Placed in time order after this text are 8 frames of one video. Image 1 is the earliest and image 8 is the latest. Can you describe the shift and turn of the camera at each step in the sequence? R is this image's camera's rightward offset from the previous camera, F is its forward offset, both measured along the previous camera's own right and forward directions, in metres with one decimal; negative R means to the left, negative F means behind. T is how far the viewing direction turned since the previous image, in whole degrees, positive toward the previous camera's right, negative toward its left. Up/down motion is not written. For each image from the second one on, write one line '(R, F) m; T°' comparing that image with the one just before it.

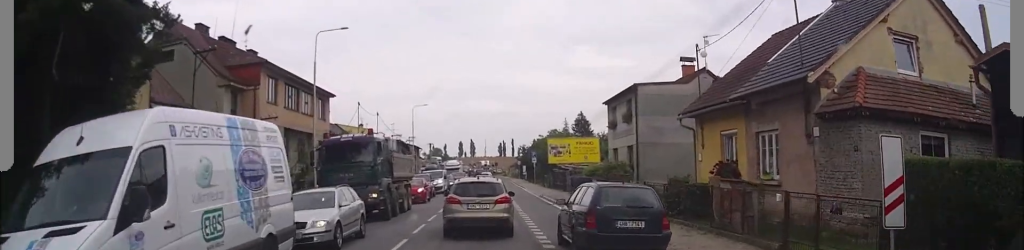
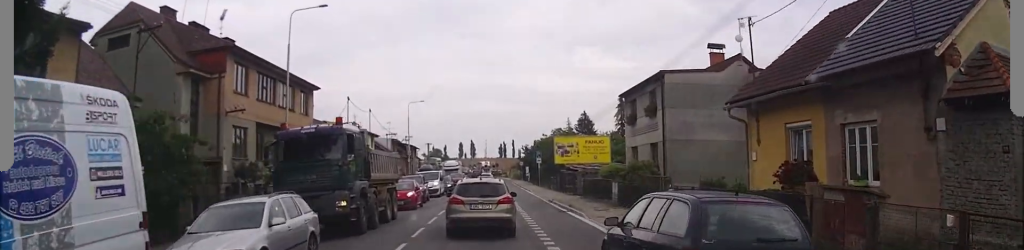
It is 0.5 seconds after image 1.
(0.0, +5.2) m; +2°
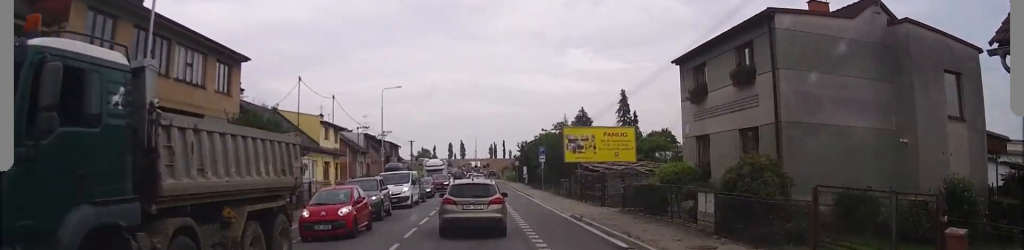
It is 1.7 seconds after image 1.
(+0.5, +12.9) m; +1°
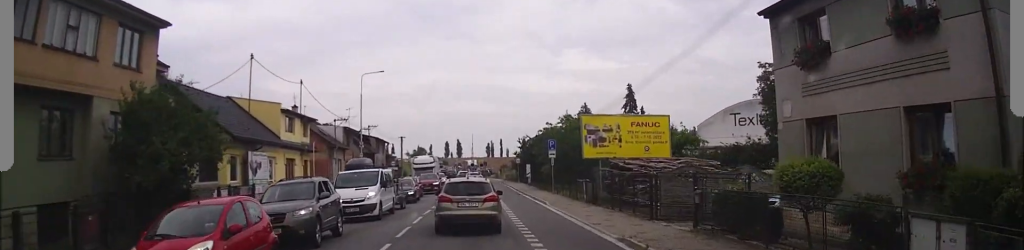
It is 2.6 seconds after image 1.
(-0.3, +9.1) m; 0°
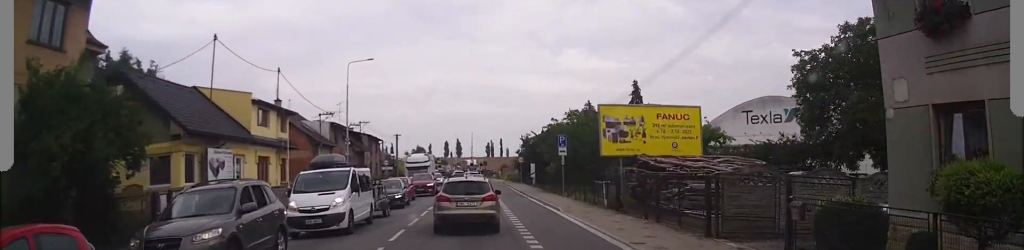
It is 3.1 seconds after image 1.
(-0.1, +5.3) m; 0°
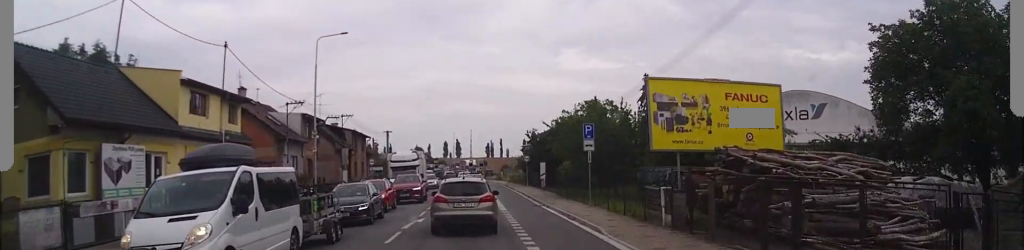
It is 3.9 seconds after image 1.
(+0.4, +8.8) m; 0°
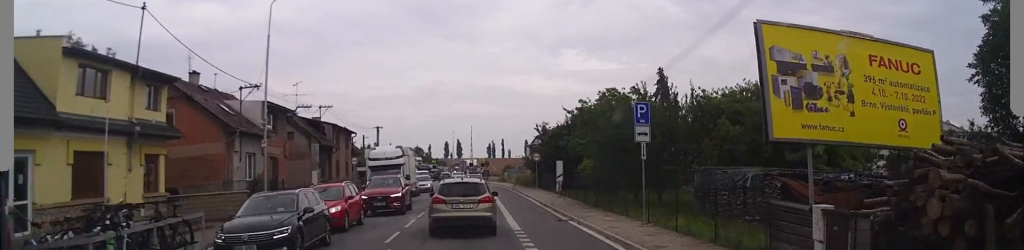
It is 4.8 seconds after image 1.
(-0.4, +9.2) m; 0°
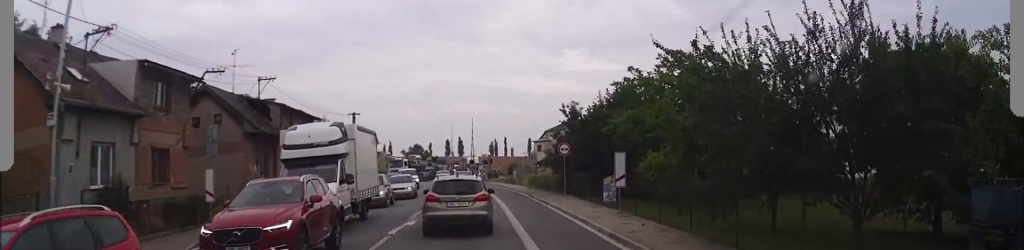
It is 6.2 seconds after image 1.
(+0.6, +16.2) m; +2°
